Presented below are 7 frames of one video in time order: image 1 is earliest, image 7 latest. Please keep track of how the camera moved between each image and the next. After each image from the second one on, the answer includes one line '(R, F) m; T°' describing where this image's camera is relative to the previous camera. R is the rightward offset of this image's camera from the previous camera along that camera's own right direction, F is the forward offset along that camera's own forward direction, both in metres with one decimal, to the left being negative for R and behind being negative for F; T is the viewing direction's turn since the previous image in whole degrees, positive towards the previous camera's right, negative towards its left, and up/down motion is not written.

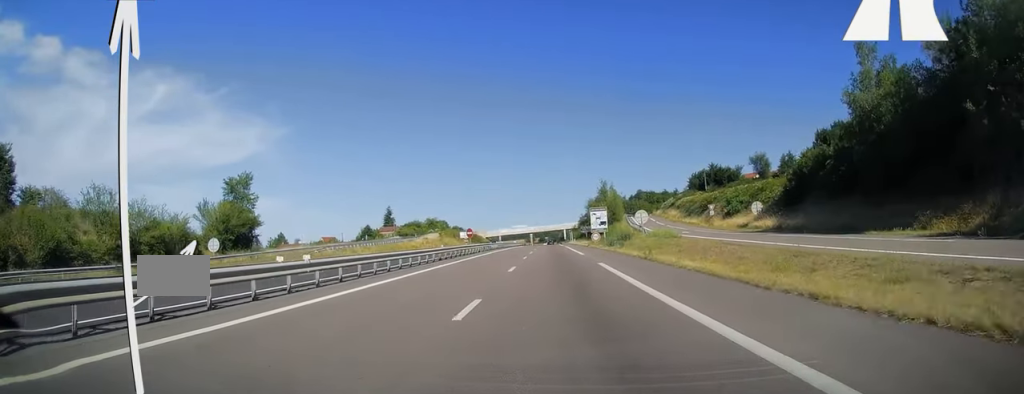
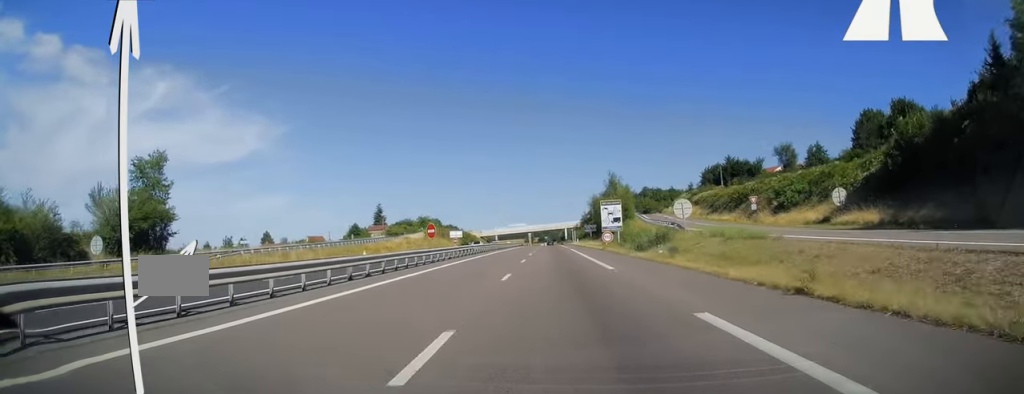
(-0.1, +17.3) m; +1°
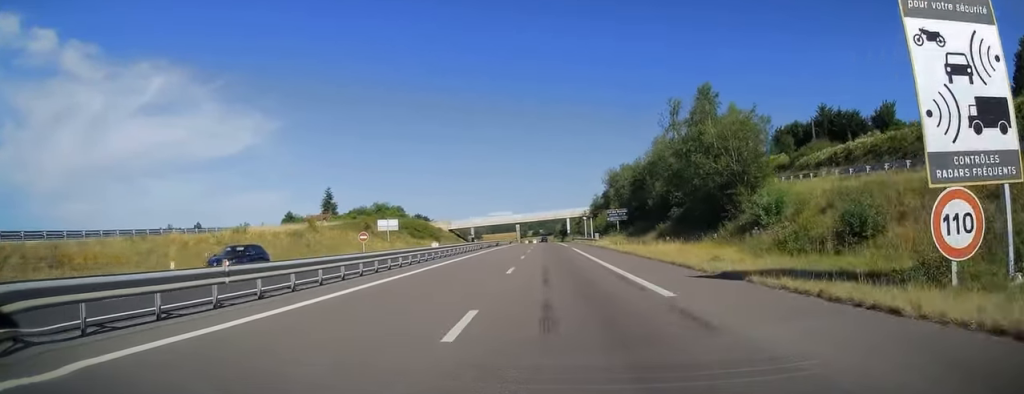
(0.0, +62.7) m; 0°
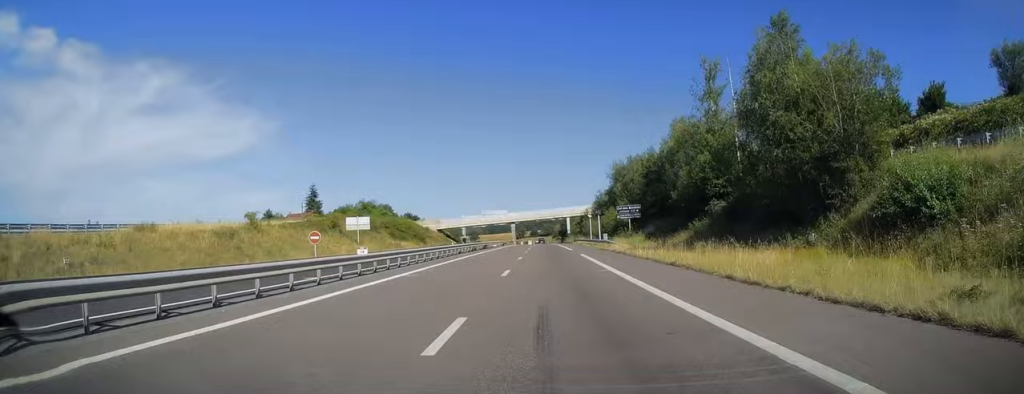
(+0.2, +13.8) m; 0°
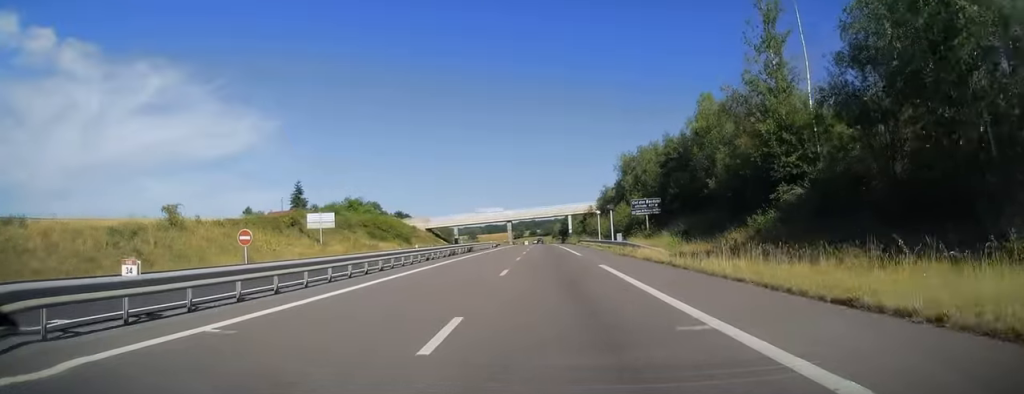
(+0.1, +12.8) m; 0°
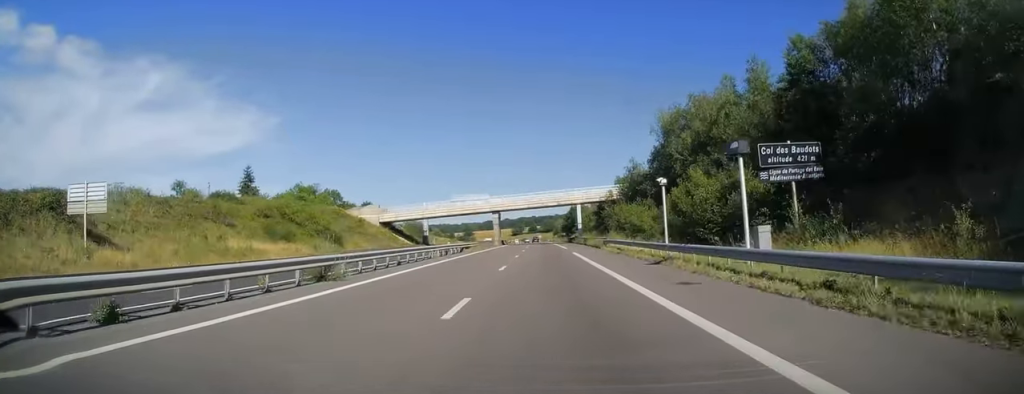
(0.0, +36.1) m; 0°
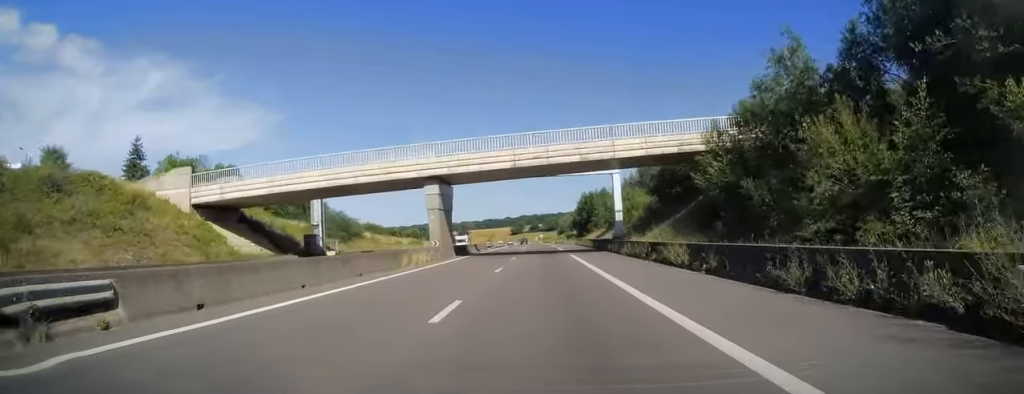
(-0.8, +52.2) m; -1°
